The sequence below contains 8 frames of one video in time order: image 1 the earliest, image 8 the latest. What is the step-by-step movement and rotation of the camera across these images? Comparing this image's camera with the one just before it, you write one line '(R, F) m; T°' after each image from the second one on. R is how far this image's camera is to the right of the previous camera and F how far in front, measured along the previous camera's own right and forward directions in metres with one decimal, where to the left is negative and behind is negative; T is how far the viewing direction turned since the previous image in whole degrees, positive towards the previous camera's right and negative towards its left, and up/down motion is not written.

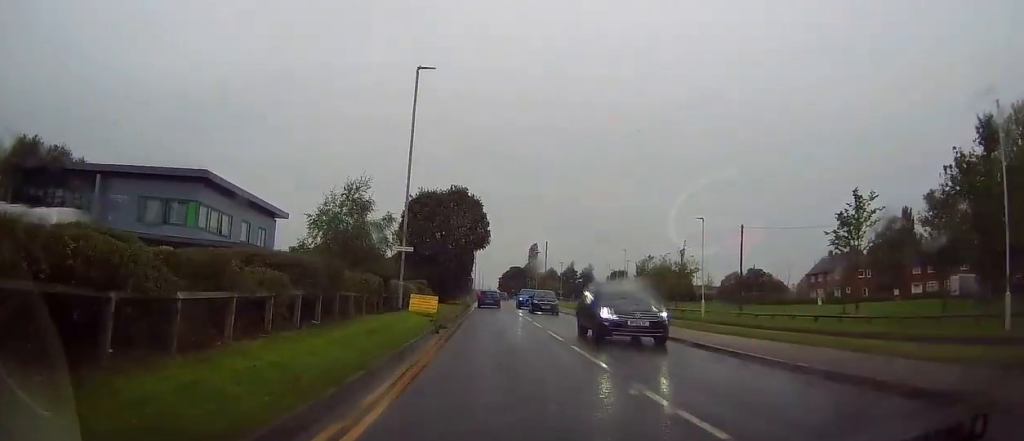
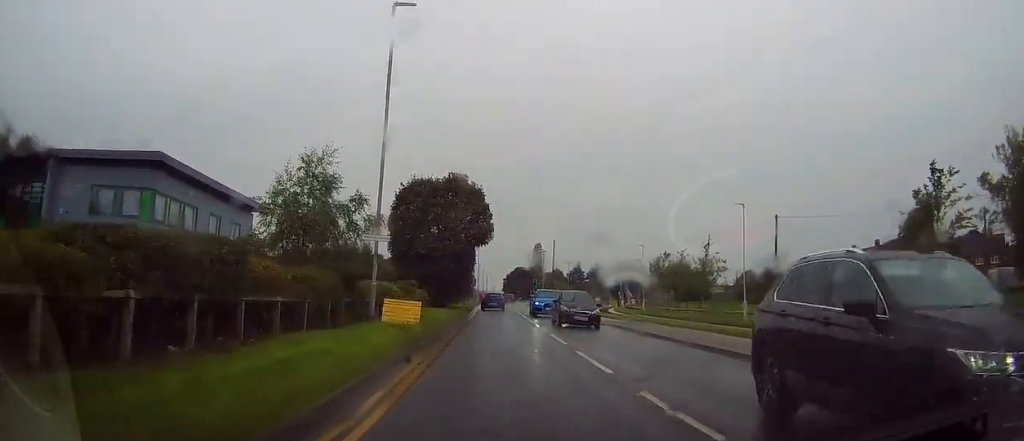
(-0.1, +6.8) m; -1°
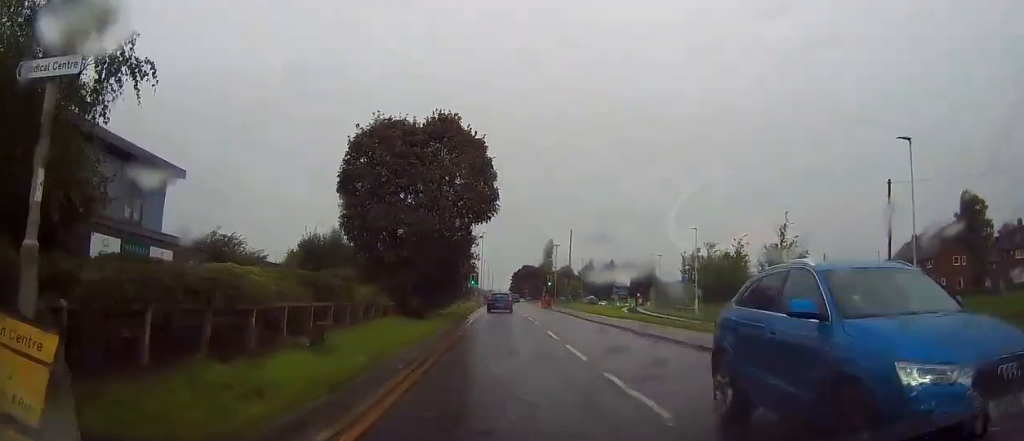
(-0.2, +15.9) m; -1°
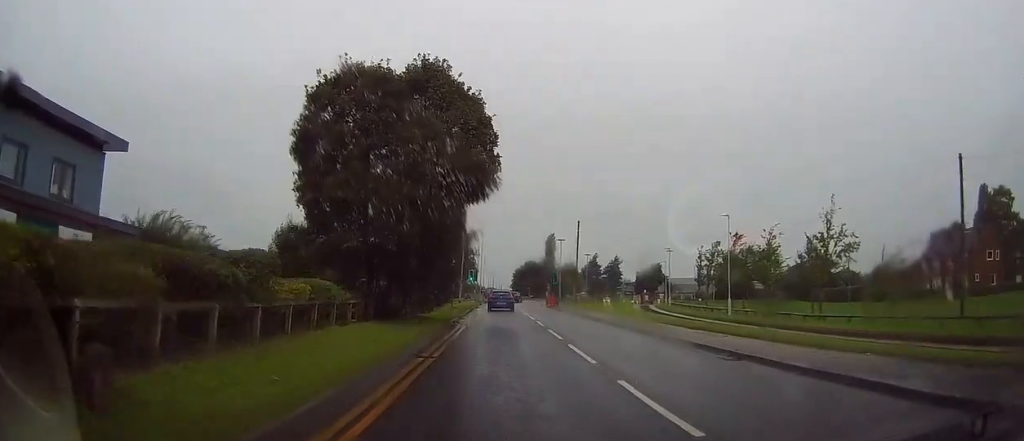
(0.0, +6.8) m; 0°
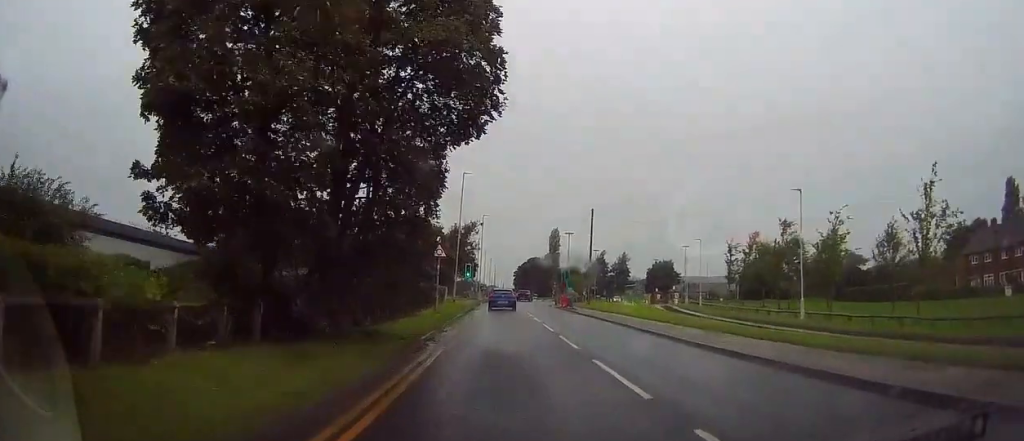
(0.0, +10.3) m; 0°
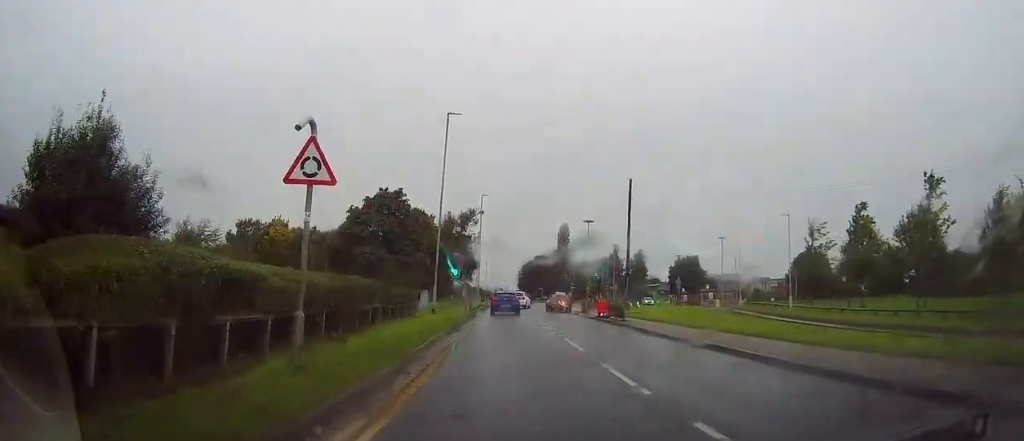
(-0.1, +18.9) m; -4°
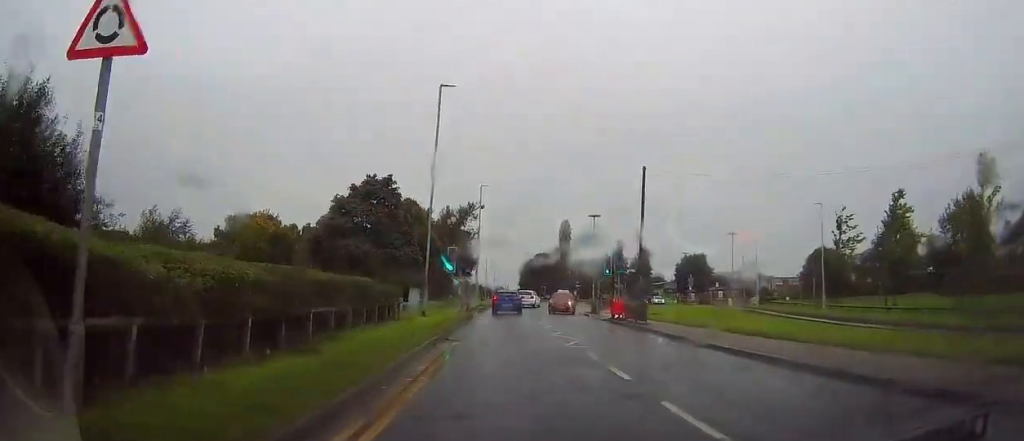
(-0.3, +4.6) m; 0°
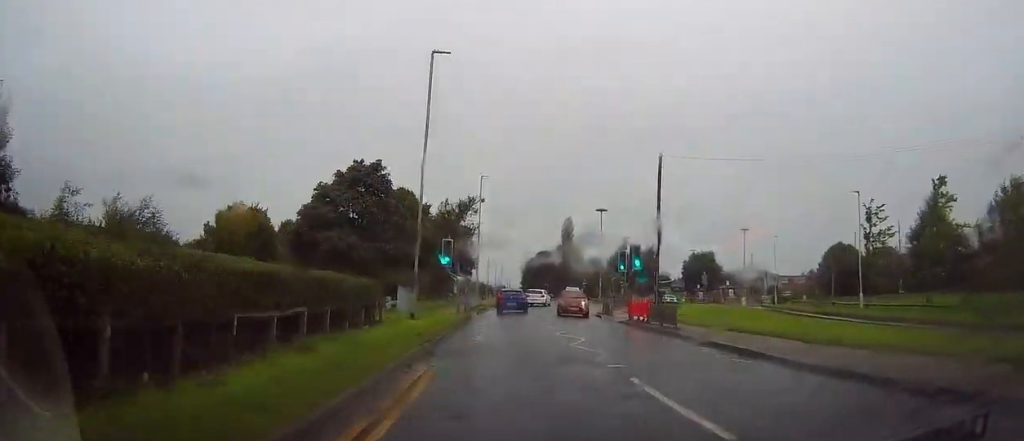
(-0.2, +4.3) m; 0°
